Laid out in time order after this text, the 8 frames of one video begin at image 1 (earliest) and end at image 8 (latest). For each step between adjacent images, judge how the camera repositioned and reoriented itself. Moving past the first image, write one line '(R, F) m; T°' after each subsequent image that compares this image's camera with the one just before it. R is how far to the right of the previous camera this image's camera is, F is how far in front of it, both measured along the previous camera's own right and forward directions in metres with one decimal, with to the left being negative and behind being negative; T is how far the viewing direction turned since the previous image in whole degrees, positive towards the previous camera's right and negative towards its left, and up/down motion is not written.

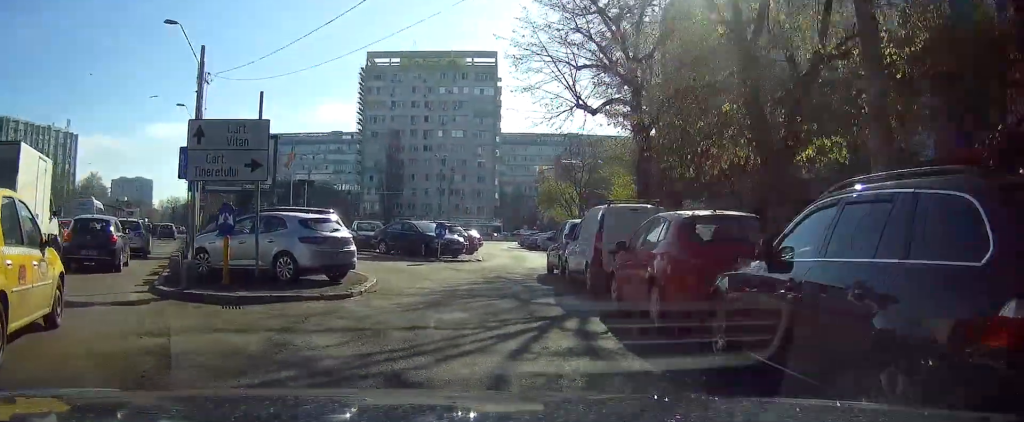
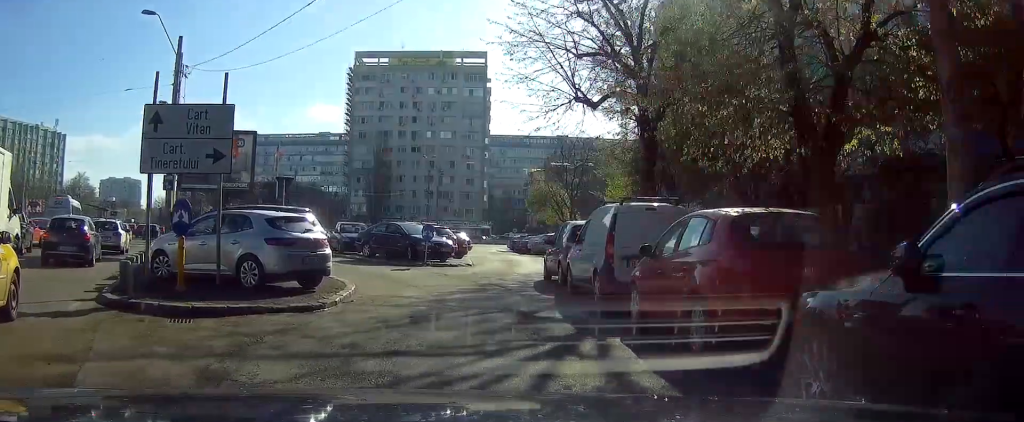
(0.0, +2.0) m; +5°
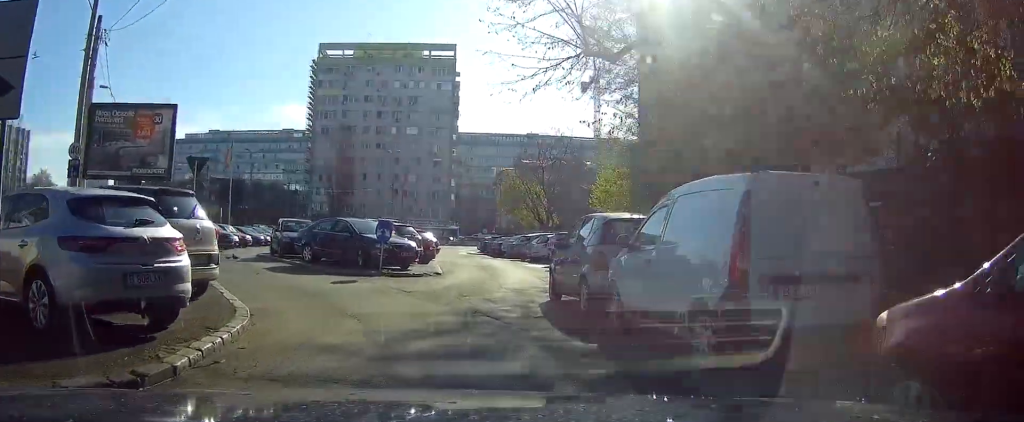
(+1.1, +6.7) m; +13°
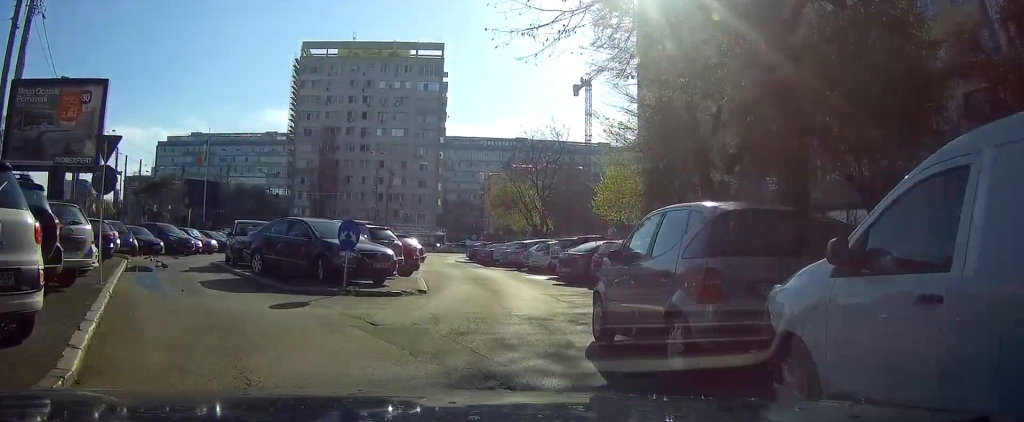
(+0.1, +4.9) m; +7°
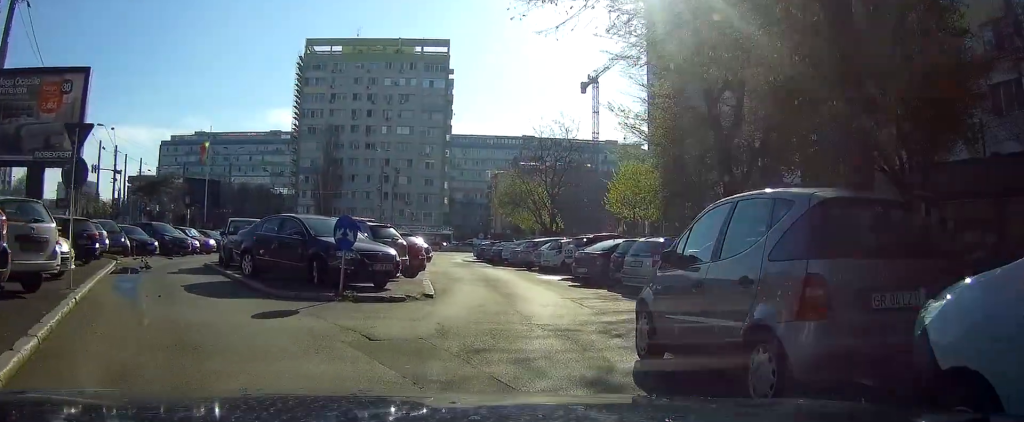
(+0.2, +1.5) m; +3°
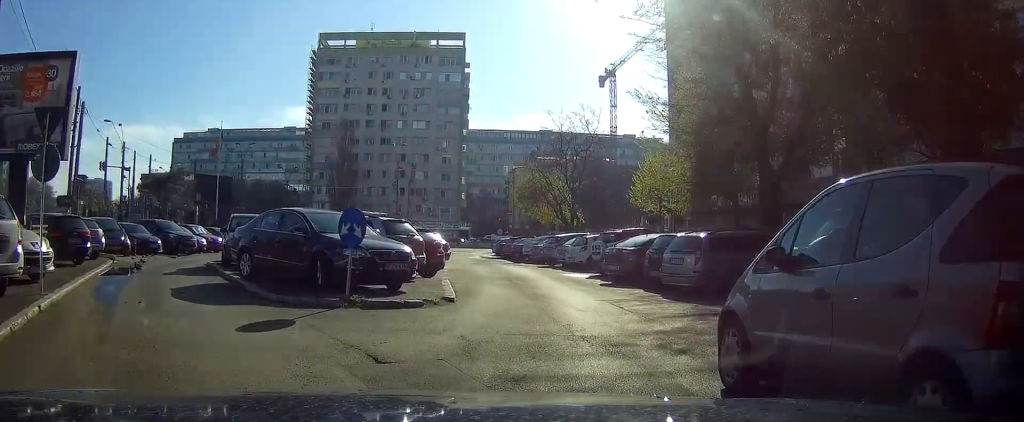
(-0.1, +1.7) m; -9°
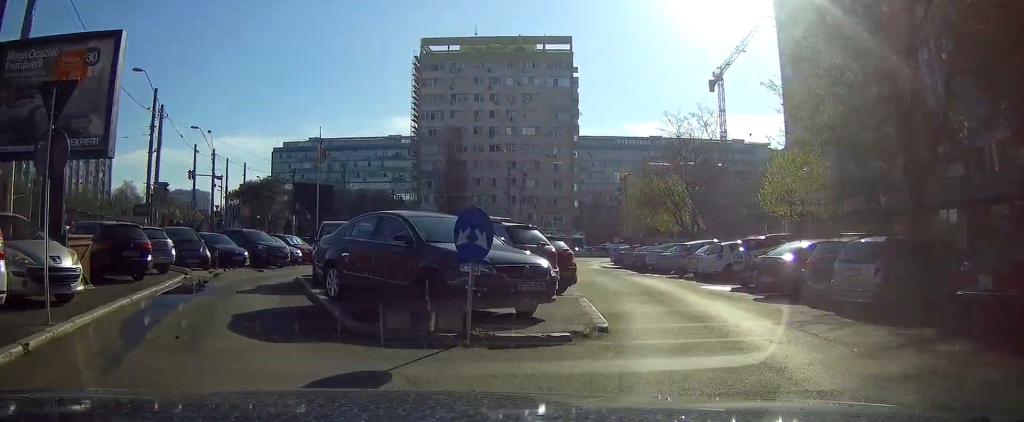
(-0.6, +2.9) m; -20°
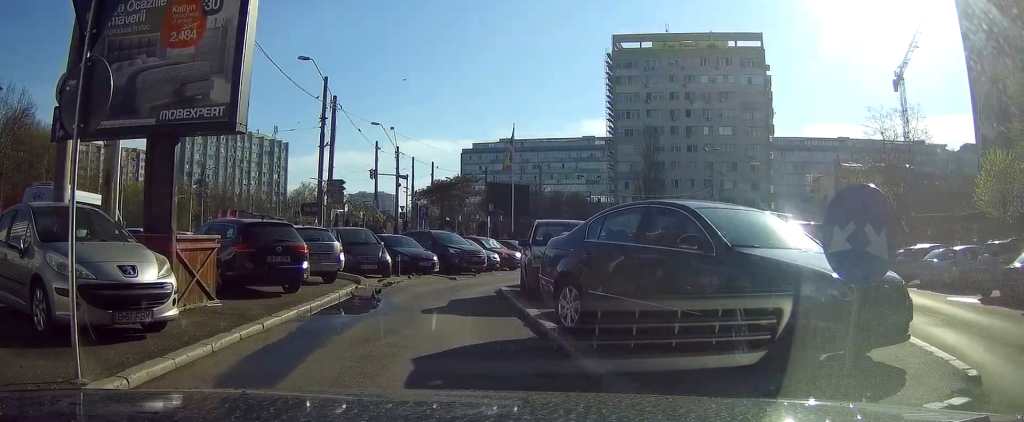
(-0.5, +3.8) m; -7°
